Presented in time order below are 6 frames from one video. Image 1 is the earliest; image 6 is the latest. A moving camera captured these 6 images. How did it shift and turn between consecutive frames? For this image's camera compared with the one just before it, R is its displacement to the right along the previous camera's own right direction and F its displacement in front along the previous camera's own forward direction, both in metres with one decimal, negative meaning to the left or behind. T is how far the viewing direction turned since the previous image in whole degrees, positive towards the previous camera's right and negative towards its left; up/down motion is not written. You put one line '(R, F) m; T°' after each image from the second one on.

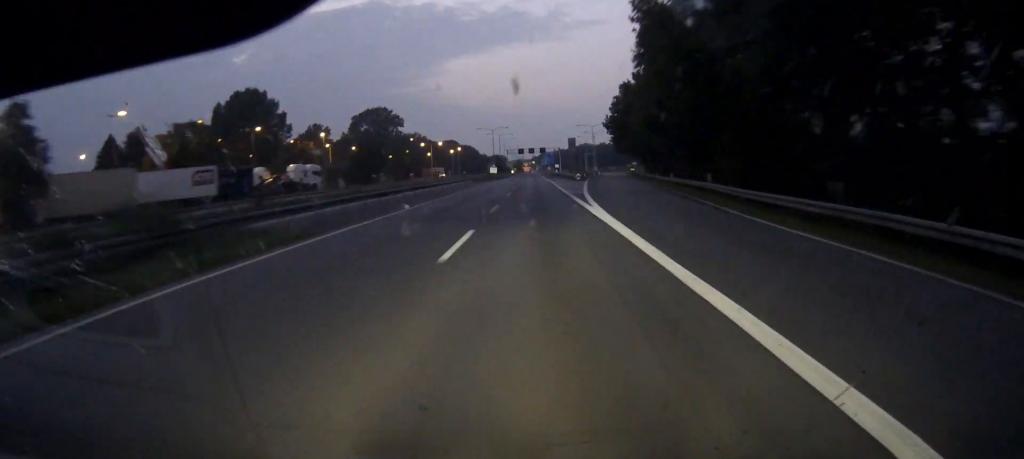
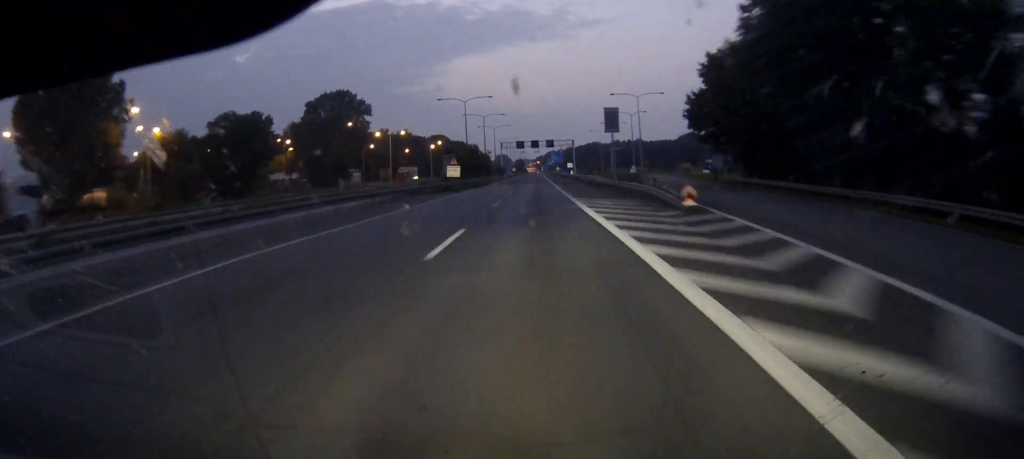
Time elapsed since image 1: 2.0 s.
(-0.2, +66.4) m; 0°
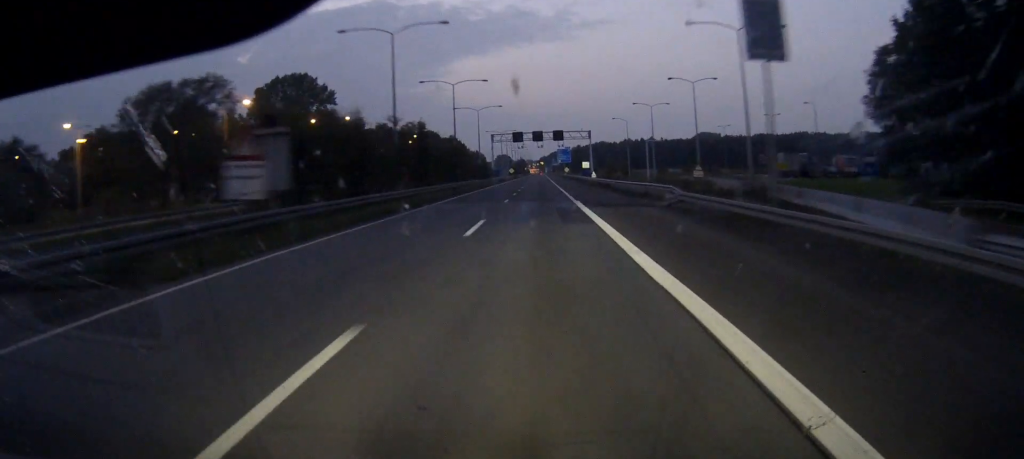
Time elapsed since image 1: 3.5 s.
(-0.2, +46.9) m; 0°
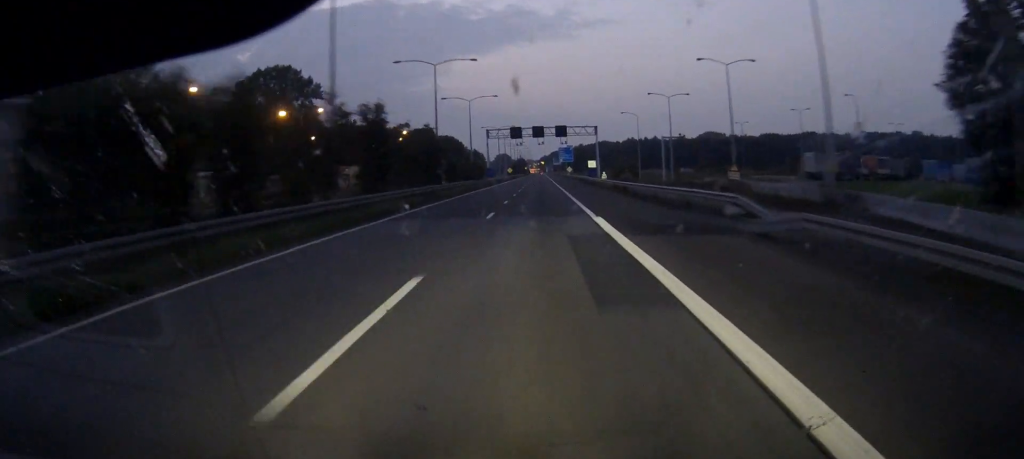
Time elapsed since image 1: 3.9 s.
(0.0, +13.6) m; 0°
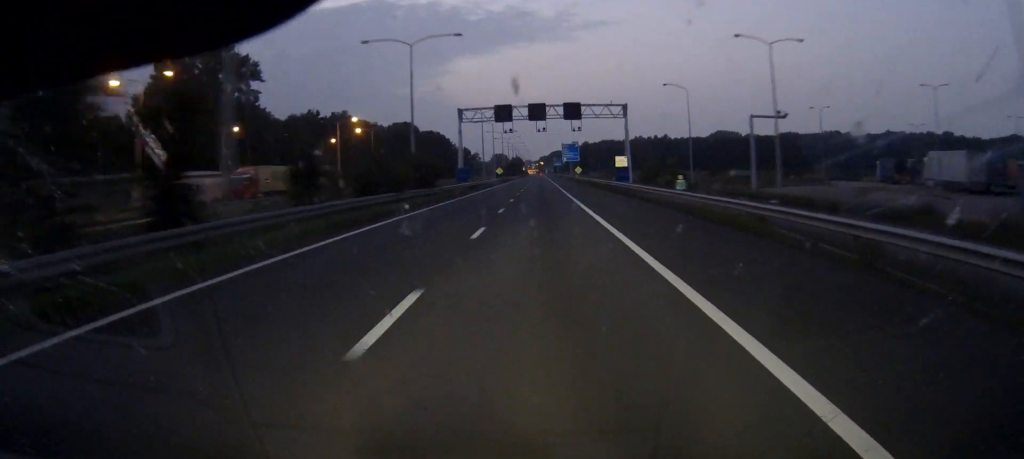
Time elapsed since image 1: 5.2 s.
(+0.1, +41.0) m; 0°
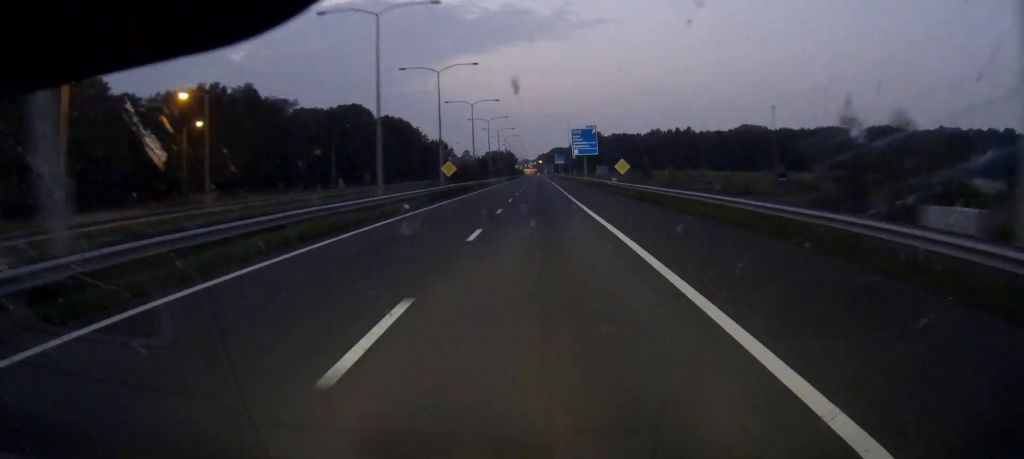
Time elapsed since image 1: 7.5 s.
(+0.1, +69.4) m; 0°
